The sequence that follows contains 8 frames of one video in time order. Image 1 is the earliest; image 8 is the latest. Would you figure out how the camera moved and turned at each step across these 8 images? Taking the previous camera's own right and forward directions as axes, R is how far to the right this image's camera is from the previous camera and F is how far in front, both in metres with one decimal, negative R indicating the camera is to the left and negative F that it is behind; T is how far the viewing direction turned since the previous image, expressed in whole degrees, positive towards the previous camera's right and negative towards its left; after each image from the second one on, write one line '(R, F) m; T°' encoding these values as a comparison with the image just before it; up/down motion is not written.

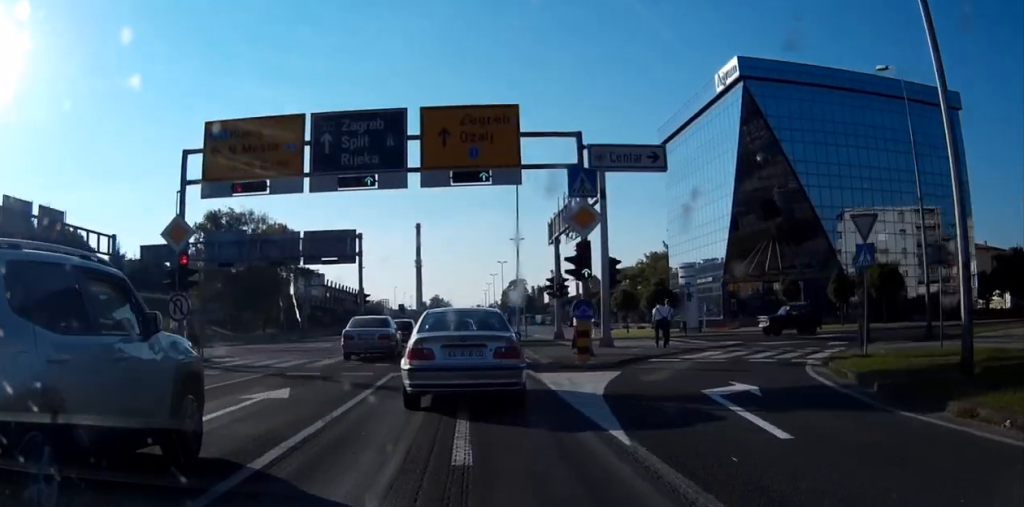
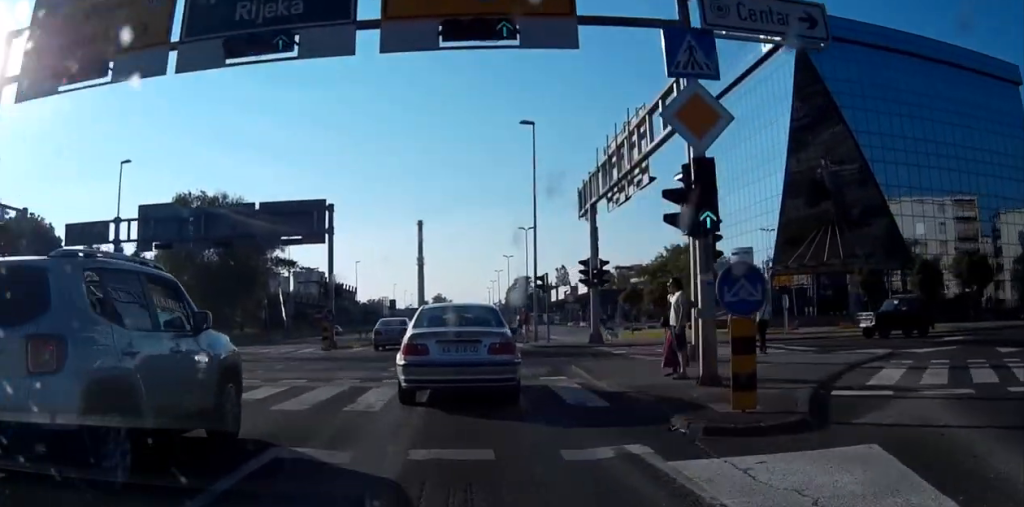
(+0.1, +11.2) m; +1°
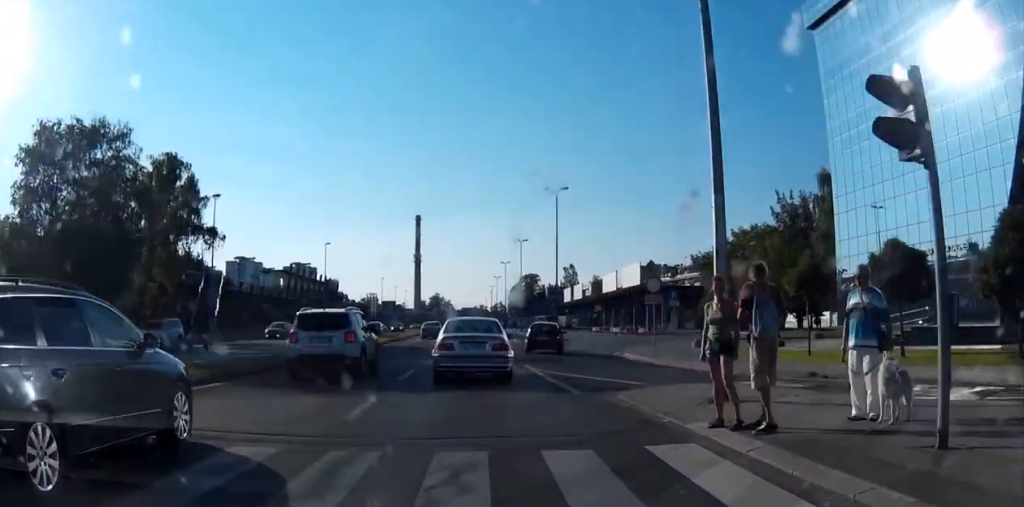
(+0.3, +35.4) m; +1°
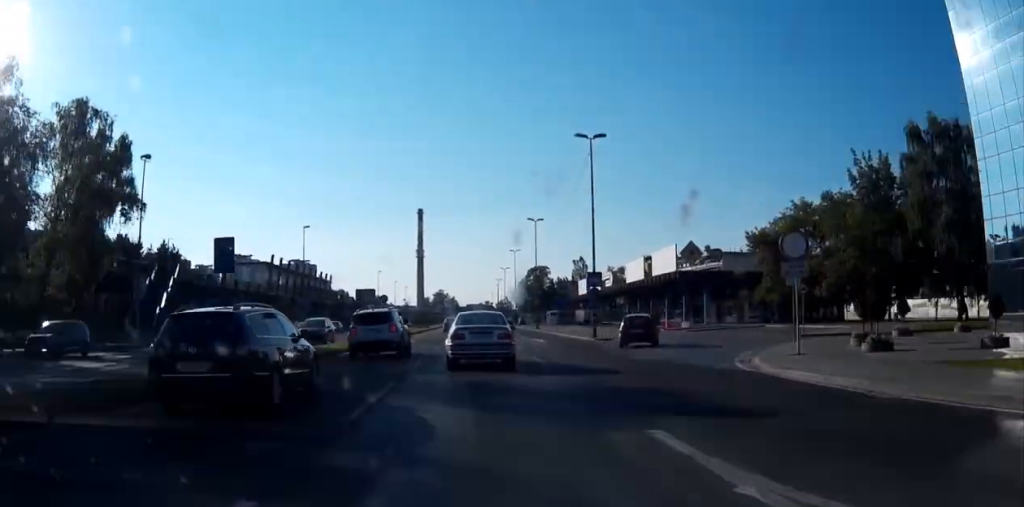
(0.0, +17.4) m; +1°
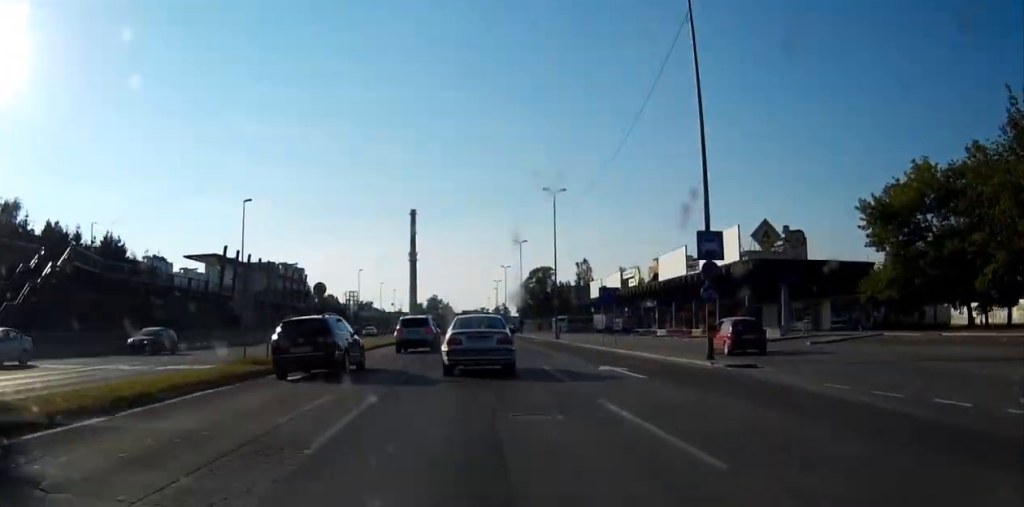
(+0.3, +24.0) m; +1°
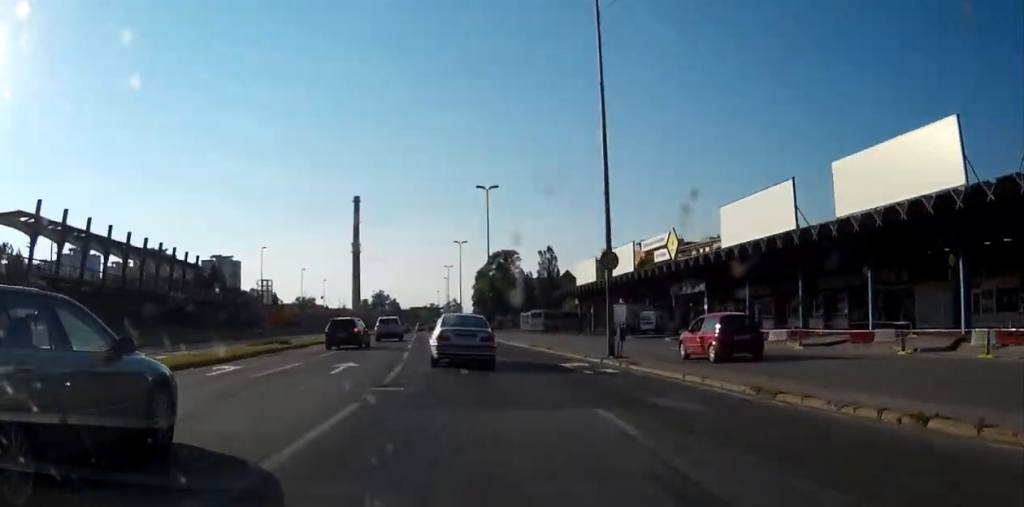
(+0.6, +41.3) m; 0°
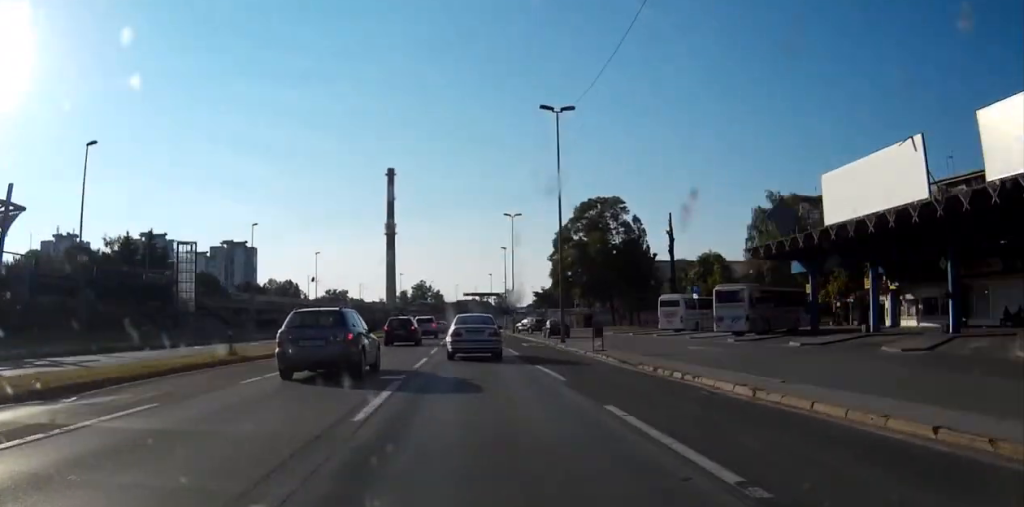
(-1.7, +62.4) m; -2°
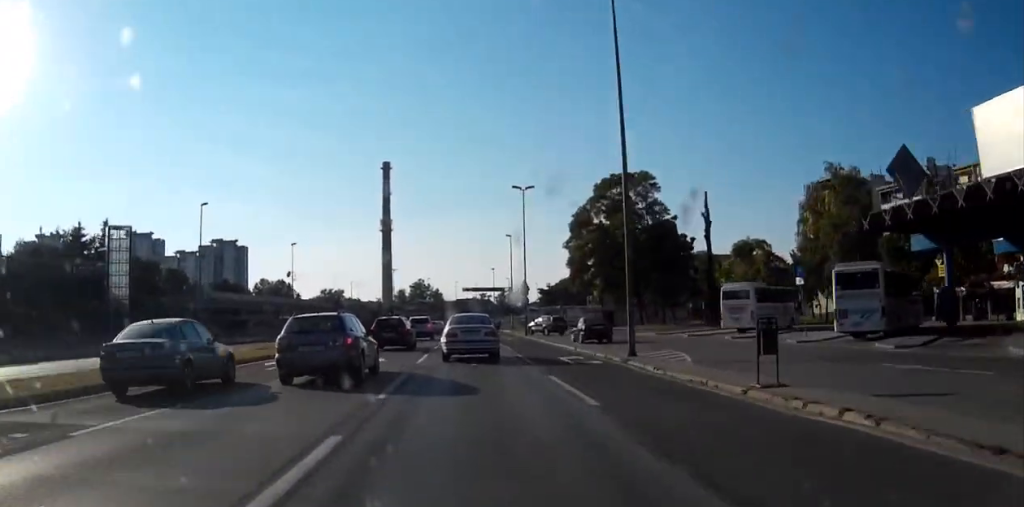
(0.0, +15.5) m; 0°
